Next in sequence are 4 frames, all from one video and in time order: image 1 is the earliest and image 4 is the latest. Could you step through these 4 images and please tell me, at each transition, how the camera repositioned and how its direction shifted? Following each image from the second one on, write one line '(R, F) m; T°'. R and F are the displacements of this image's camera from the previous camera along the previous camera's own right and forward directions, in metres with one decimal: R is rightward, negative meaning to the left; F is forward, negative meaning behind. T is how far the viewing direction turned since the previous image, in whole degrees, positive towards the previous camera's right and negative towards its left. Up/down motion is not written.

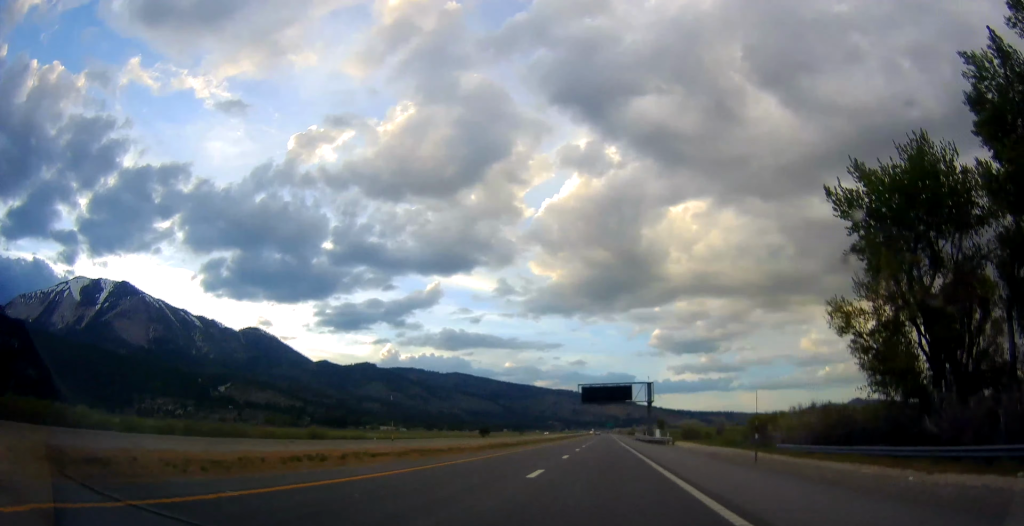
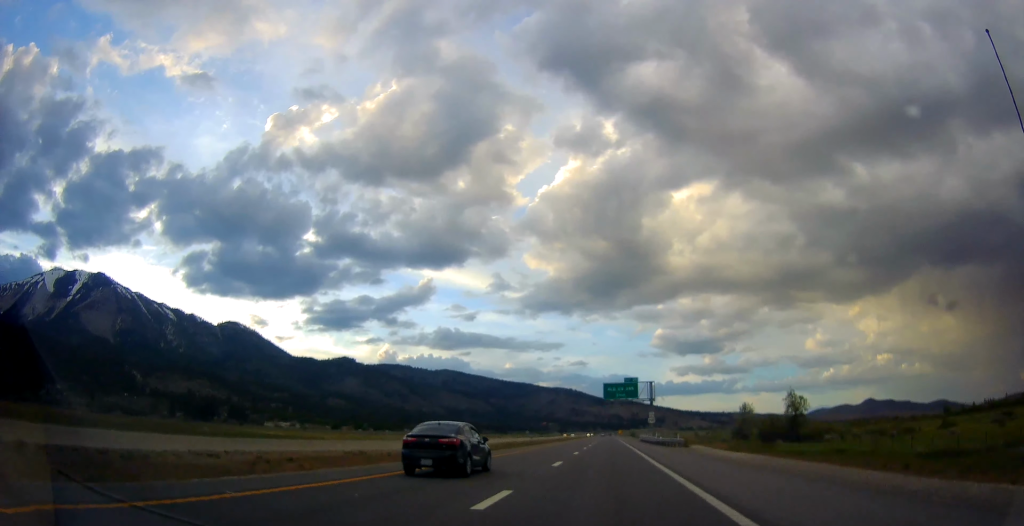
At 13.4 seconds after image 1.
(-0.4, +426.1) m; 0°
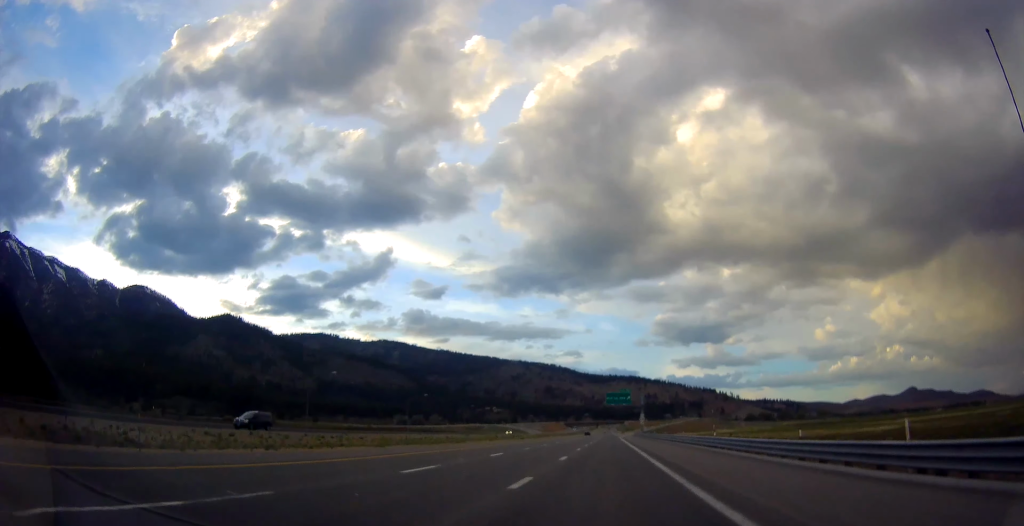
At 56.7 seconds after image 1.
(-1.0, +1388.5) m; 0°
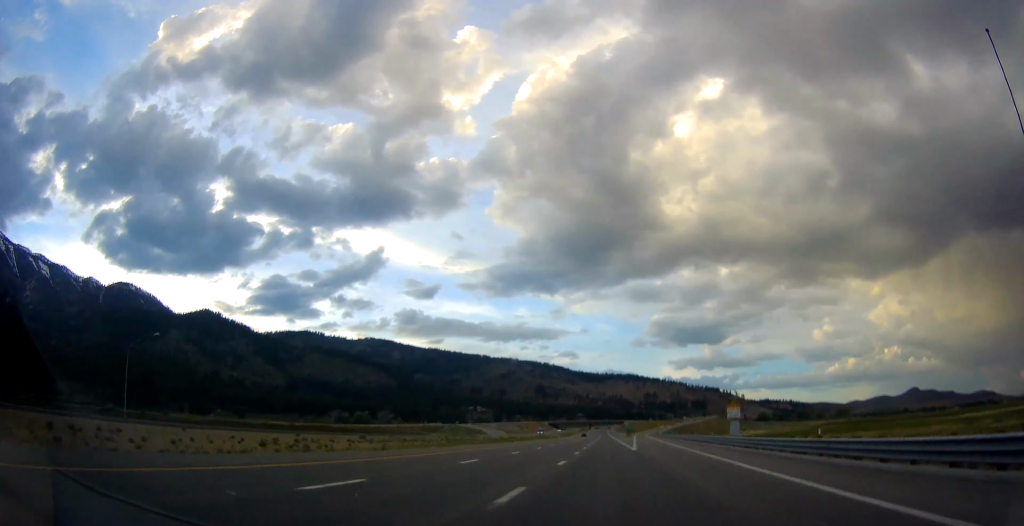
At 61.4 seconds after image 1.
(+0.5, +150.9) m; 0°
